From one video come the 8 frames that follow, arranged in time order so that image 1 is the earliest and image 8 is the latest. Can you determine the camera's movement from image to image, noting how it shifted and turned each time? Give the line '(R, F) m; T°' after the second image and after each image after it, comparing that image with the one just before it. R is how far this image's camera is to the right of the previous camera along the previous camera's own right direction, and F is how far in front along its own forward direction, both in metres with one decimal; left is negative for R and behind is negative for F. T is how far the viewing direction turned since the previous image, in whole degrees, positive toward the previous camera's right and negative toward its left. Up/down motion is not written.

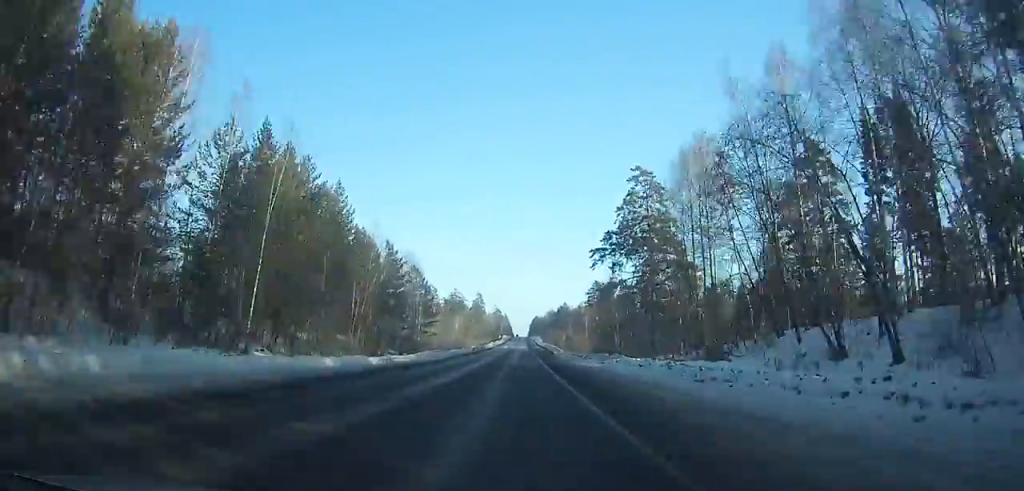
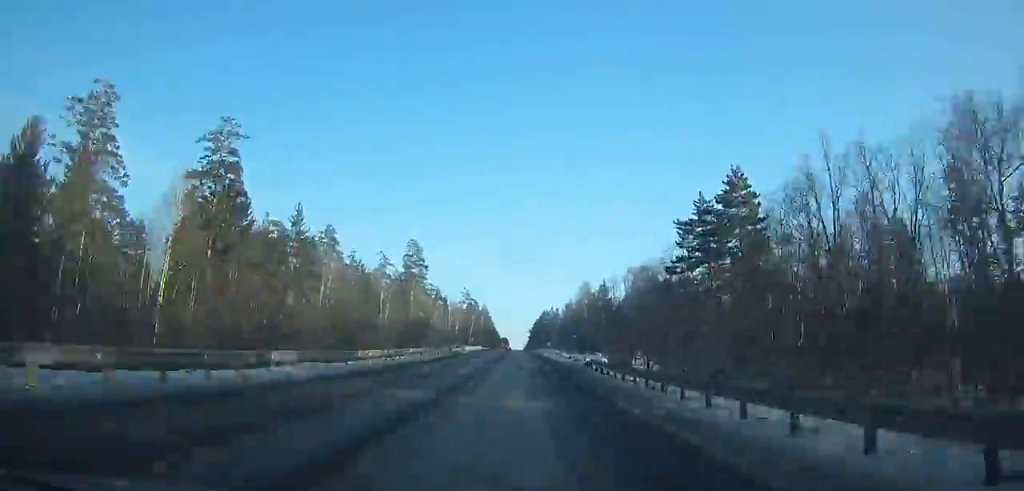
(+2.2, +224.8) m; +1°
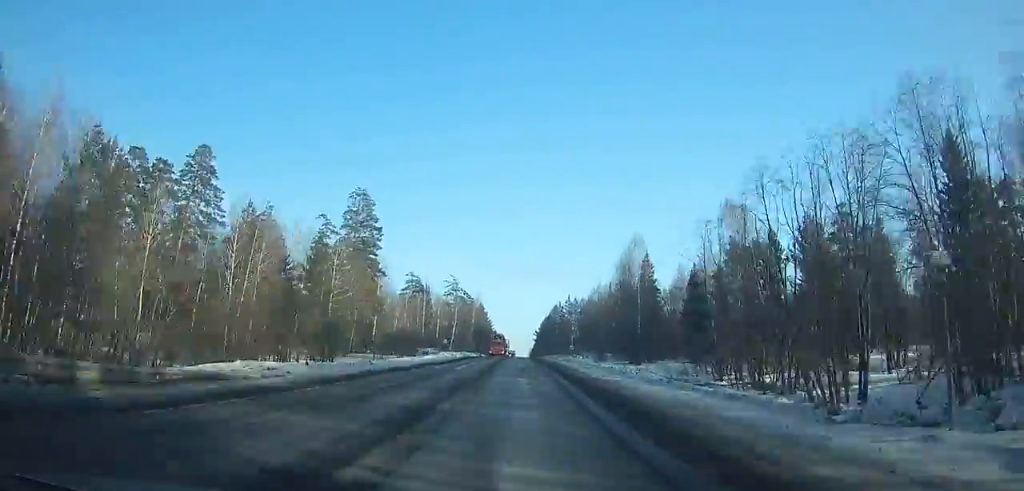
(0.0, +56.6) m; 0°
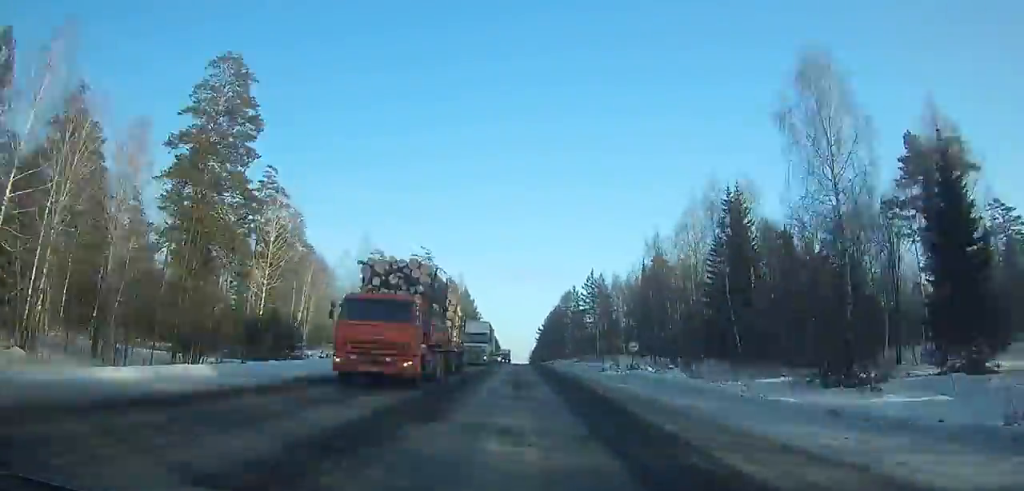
(-0.1, +51.5) m; 0°
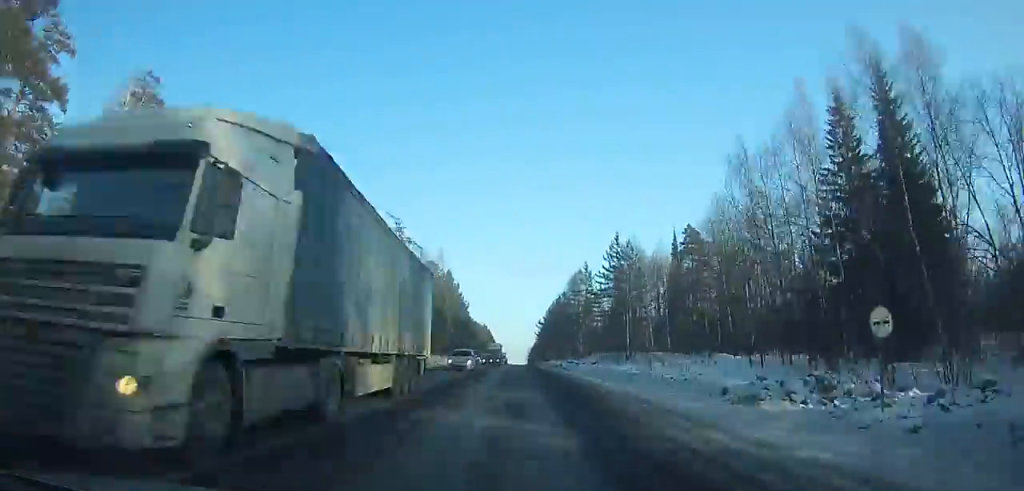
(0.0, +29.2) m; 0°
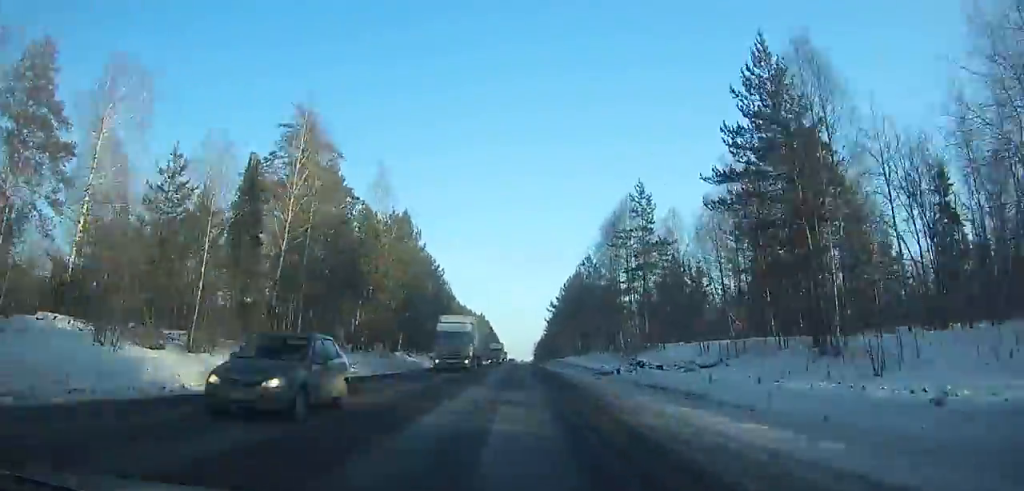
(-0.1, +46.1) m; 0°
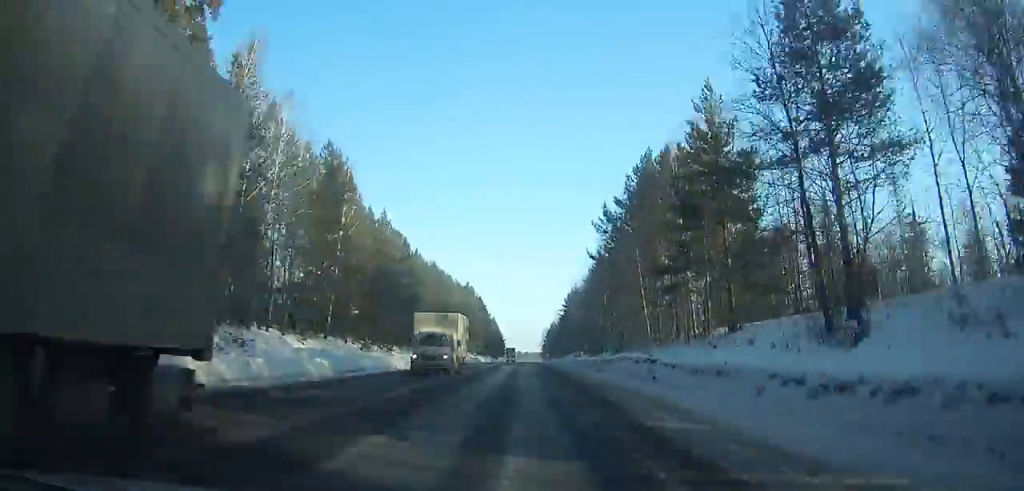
(-0.3, +72.4) m; 0°
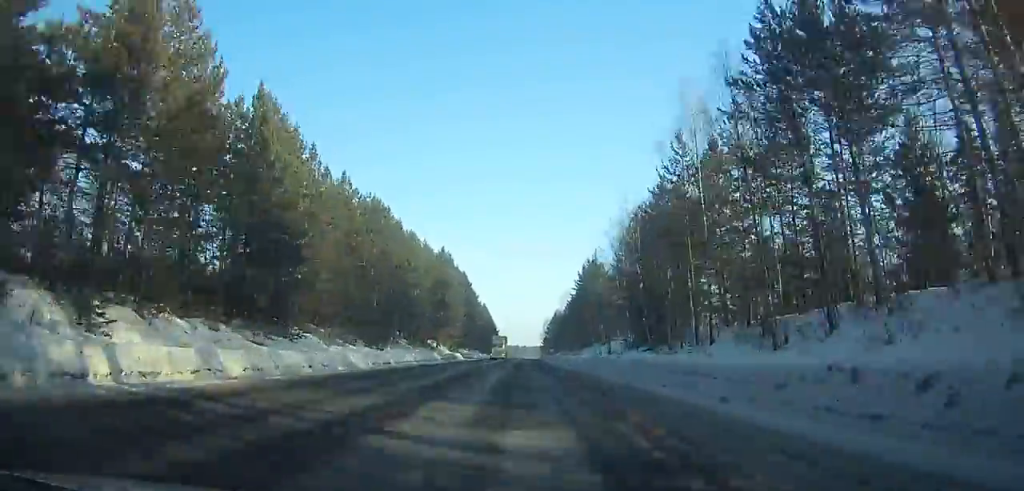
(0.0, +43.3) m; 0°
